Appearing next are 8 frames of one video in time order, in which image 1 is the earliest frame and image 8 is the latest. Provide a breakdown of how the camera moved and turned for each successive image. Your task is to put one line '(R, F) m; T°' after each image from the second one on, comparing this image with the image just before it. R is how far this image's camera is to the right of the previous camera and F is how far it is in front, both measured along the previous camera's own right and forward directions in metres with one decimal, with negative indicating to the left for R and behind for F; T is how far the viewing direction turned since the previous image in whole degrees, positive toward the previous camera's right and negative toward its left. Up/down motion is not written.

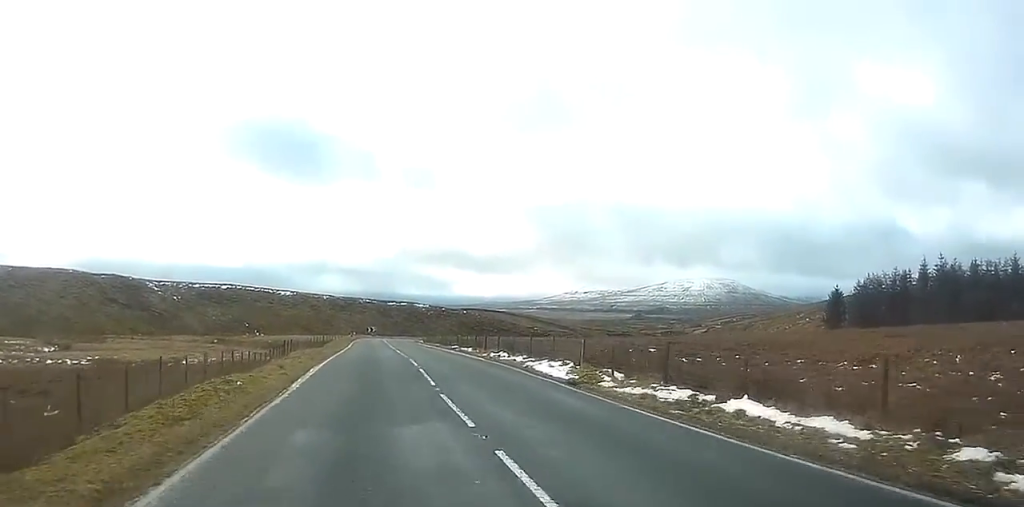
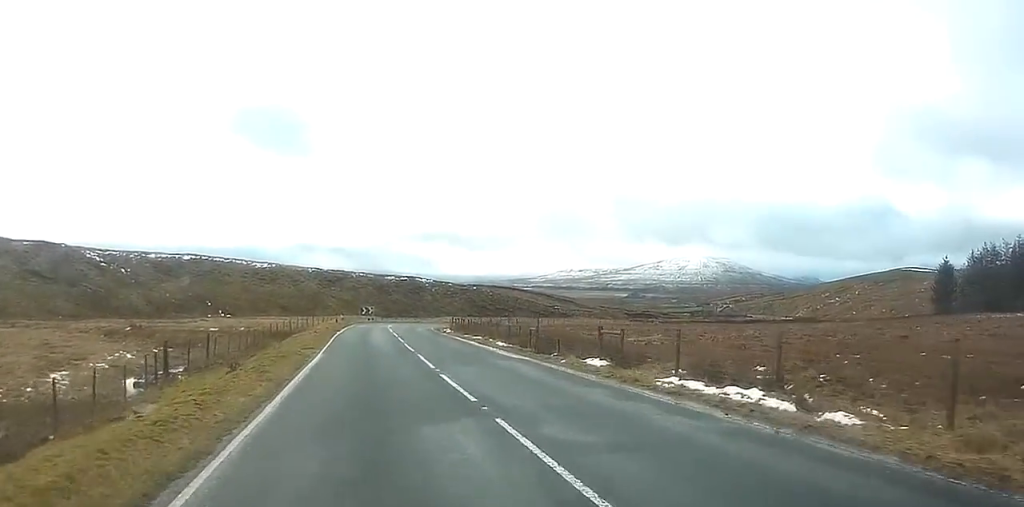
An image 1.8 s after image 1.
(+0.5, +39.3) m; +1°
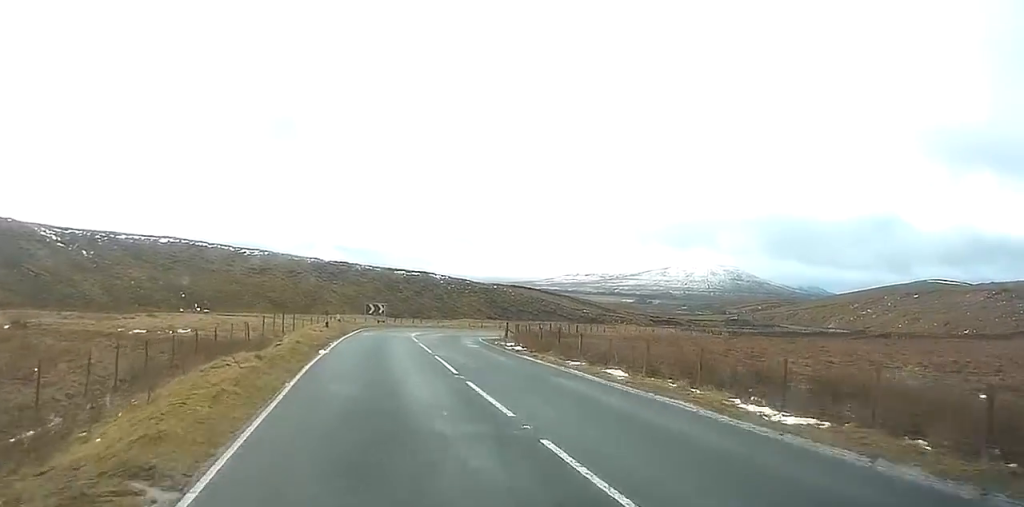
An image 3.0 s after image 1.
(0.0, +26.2) m; 0°
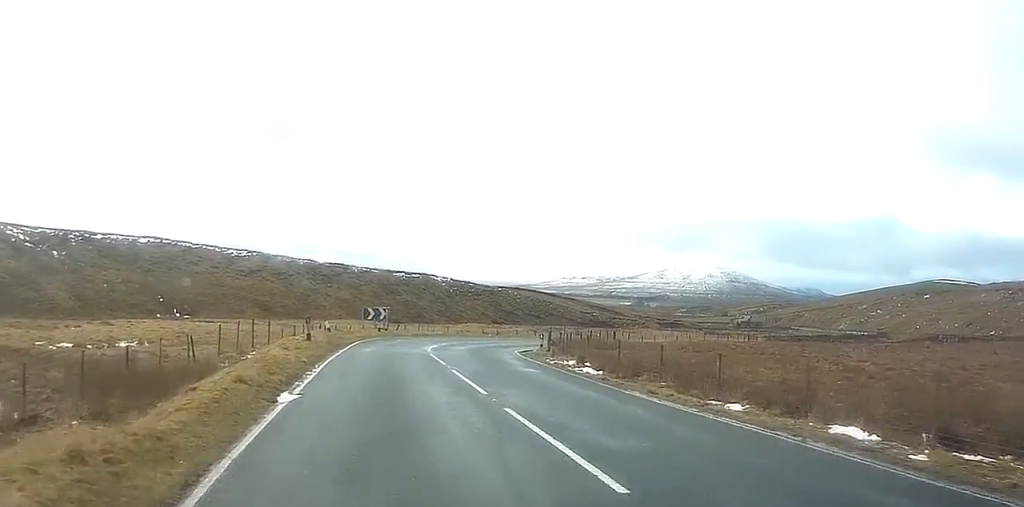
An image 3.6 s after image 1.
(0.0, +11.9) m; 0°
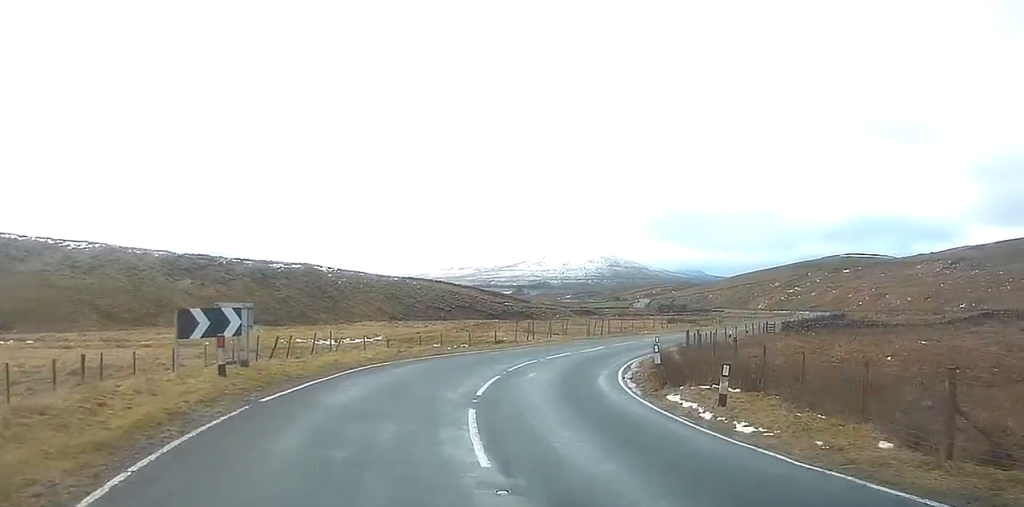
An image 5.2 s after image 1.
(+1.2, +32.4) m; +9°
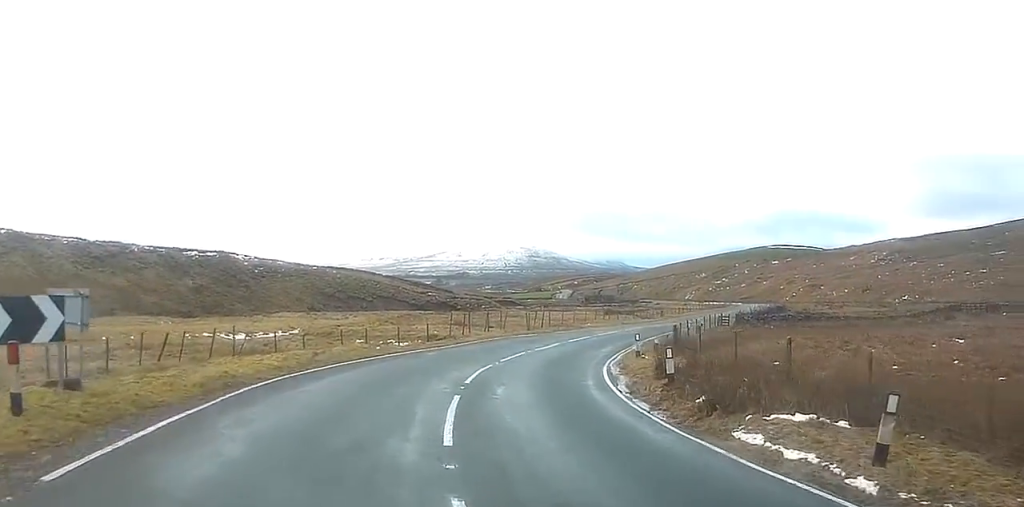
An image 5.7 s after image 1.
(+0.5, +7.2) m; +5°
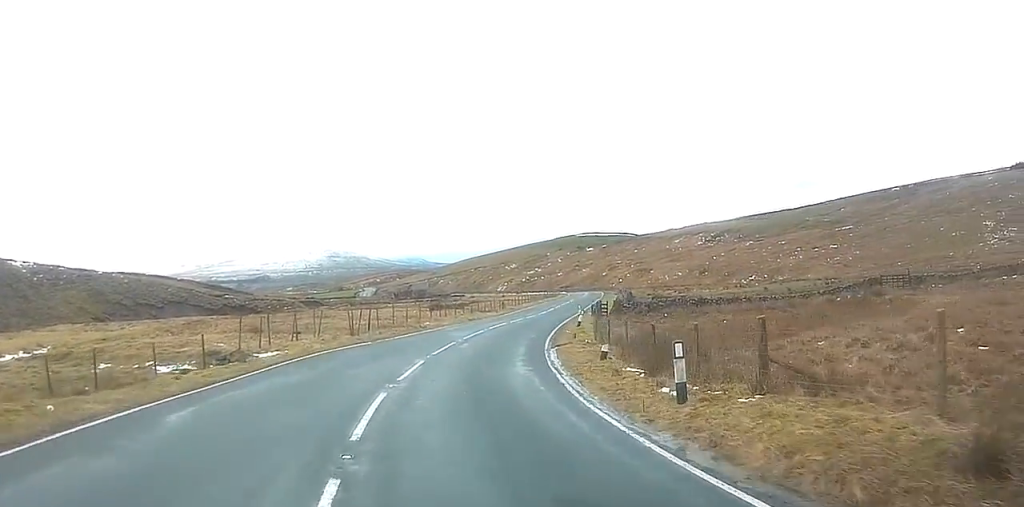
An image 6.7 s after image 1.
(+1.8, +17.2) m; +11°
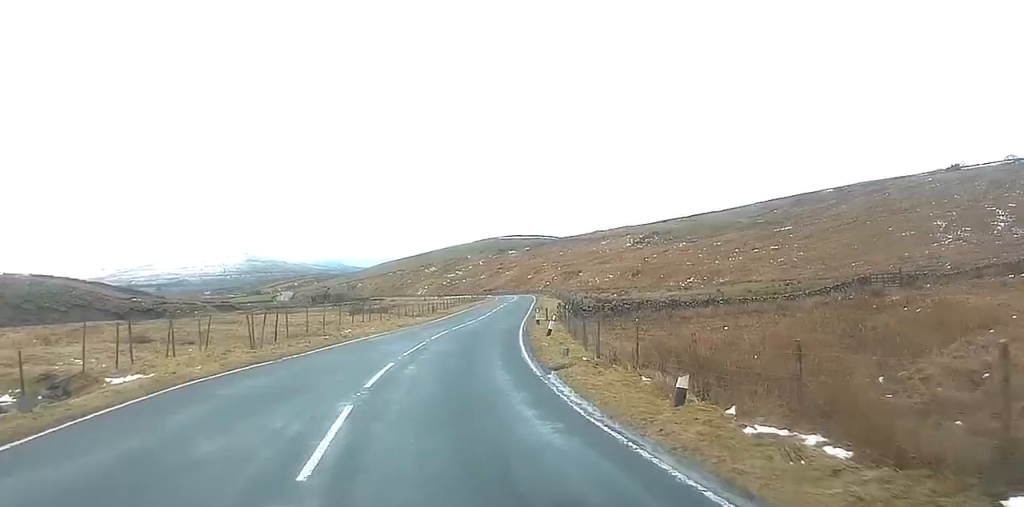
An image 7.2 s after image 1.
(+0.4, +9.8) m; +5°
